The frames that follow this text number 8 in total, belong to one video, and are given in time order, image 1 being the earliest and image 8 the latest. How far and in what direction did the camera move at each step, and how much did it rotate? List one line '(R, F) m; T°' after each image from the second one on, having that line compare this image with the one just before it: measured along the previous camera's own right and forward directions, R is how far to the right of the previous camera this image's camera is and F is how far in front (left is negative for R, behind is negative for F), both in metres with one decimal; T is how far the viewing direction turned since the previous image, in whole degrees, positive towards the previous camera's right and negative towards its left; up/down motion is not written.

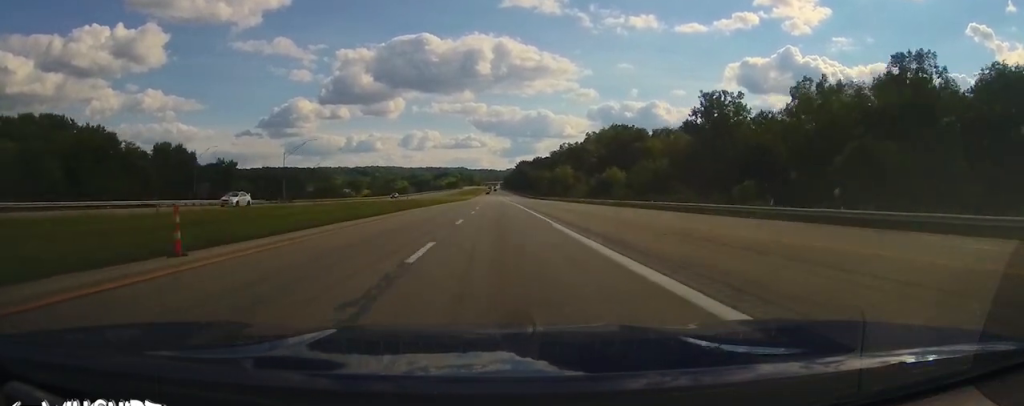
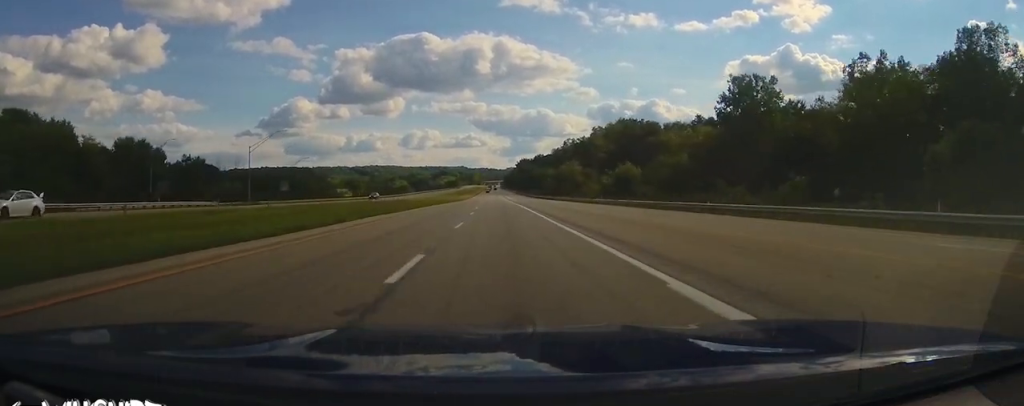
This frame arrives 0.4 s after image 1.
(0.0, +14.5) m; 0°
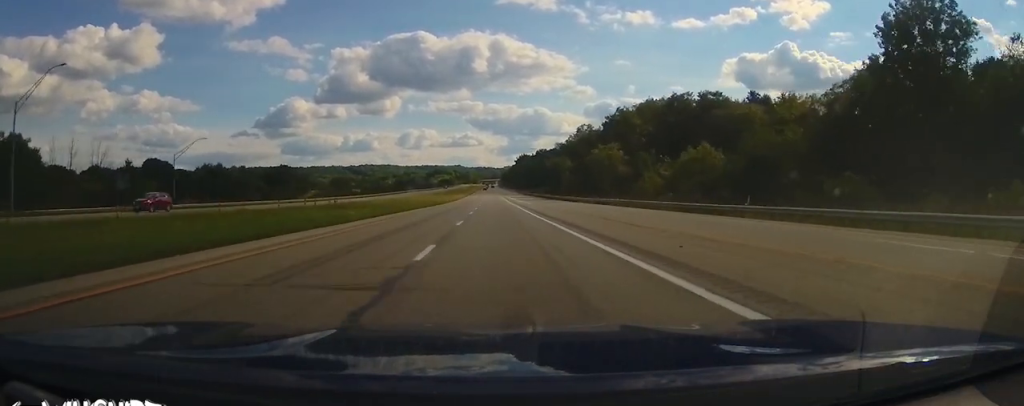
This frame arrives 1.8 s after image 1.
(0.0, +46.7) m; 0°
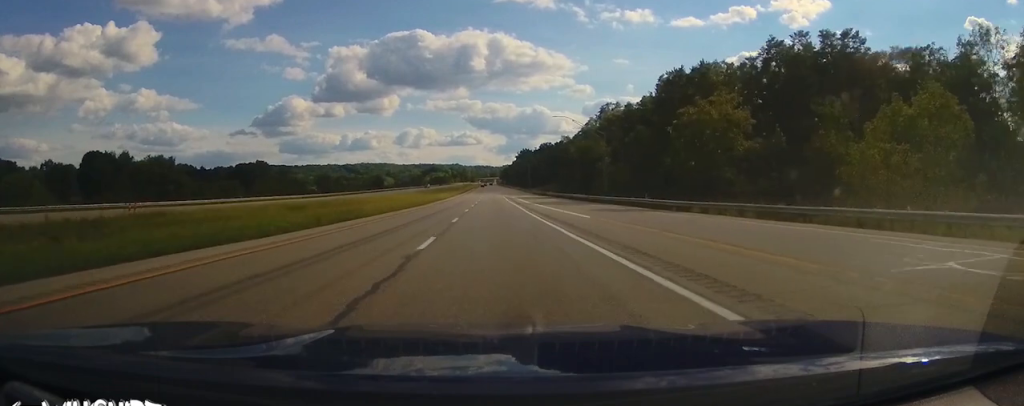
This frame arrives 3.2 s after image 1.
(+0.4, +45.6) m; 0°
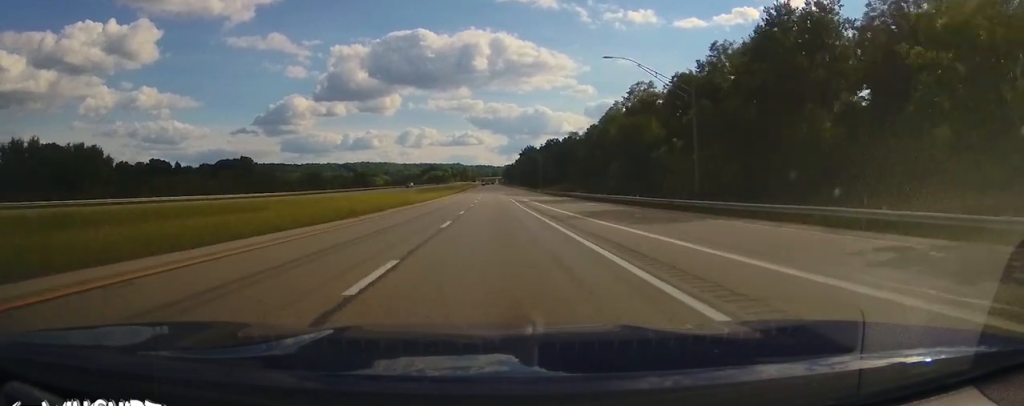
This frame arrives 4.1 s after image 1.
(-0.2, +29.7) m; 0°
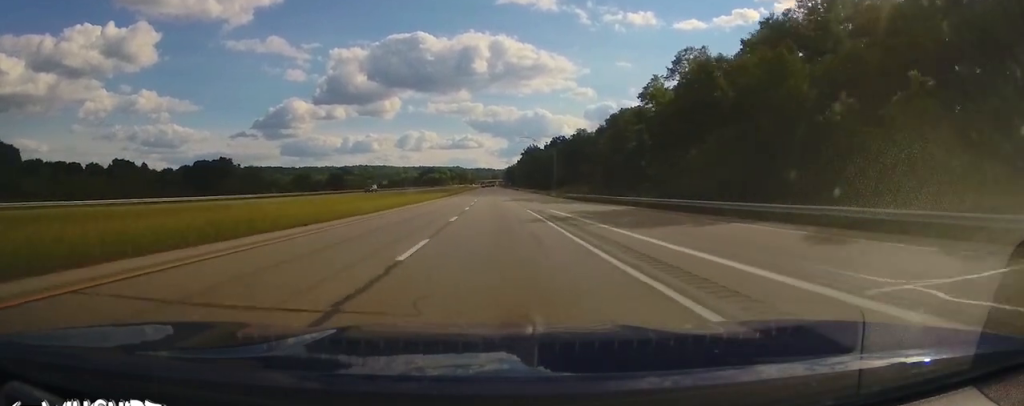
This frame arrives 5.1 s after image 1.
(0.0, +31.8) m; 0°
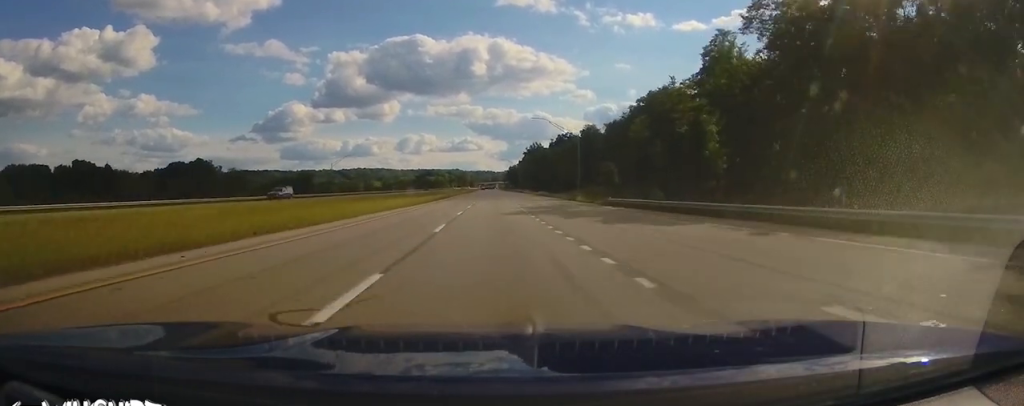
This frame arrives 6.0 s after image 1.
(0.0, +29.6) m; 0°
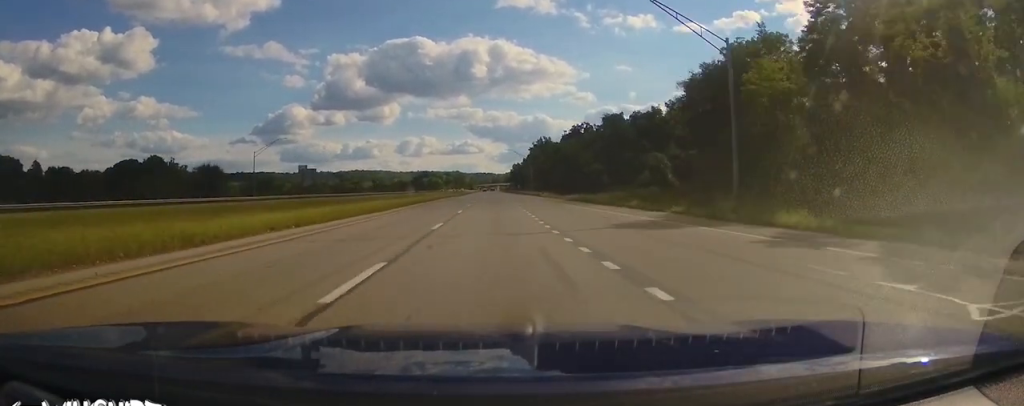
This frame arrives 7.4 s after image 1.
(+0.1, +47.7) m; 0°
